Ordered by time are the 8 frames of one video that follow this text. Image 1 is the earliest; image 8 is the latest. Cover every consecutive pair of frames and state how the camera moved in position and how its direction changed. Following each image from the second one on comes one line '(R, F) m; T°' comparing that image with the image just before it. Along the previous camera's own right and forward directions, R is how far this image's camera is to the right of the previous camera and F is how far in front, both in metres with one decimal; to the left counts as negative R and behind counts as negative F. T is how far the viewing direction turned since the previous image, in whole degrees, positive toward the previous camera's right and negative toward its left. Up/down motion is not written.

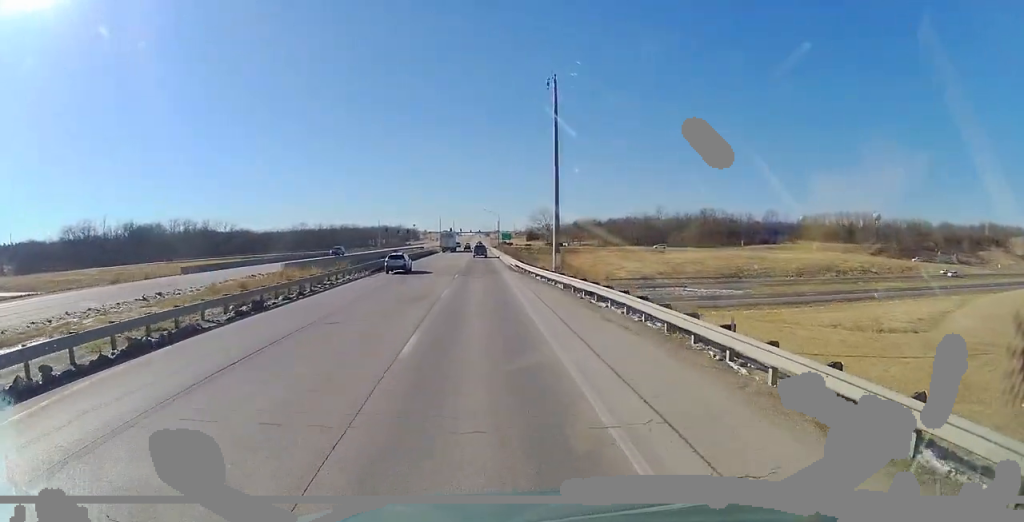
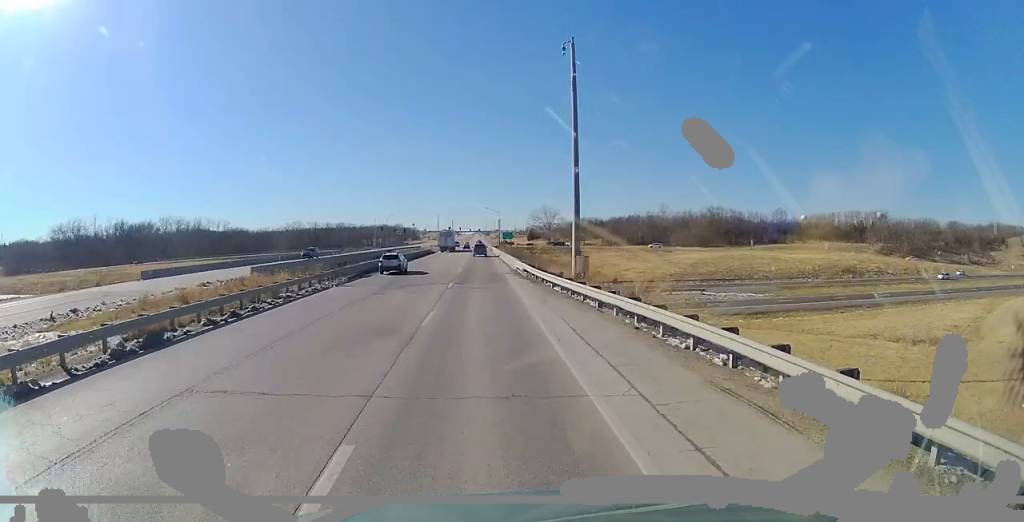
(-0.1, +8.4) m; +1°
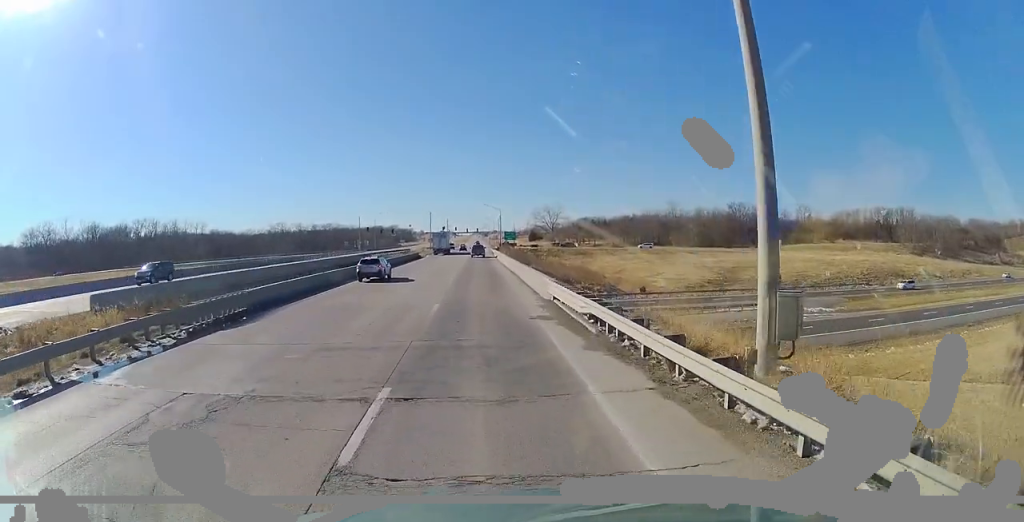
(+0.3, +22.6) m; -1°
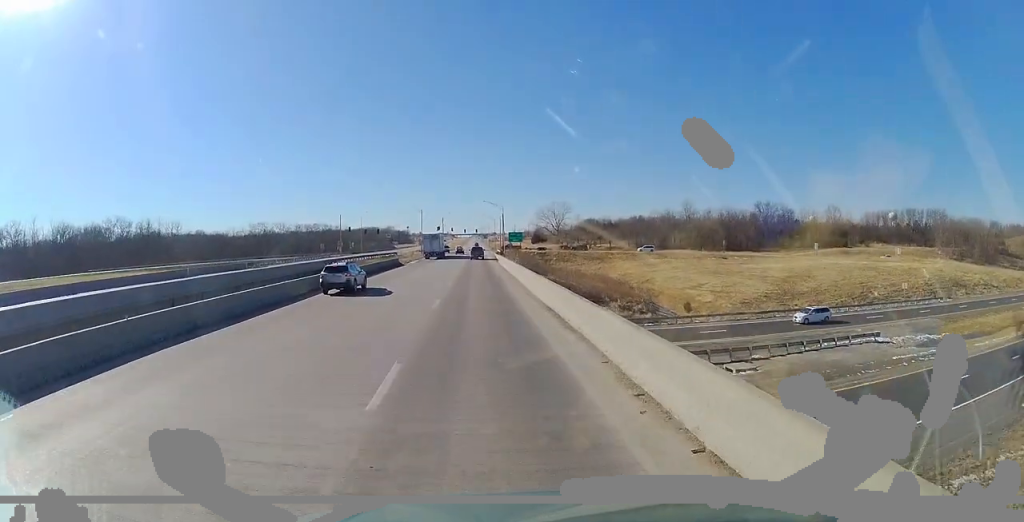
(-0.5, +23.1) m; -1°
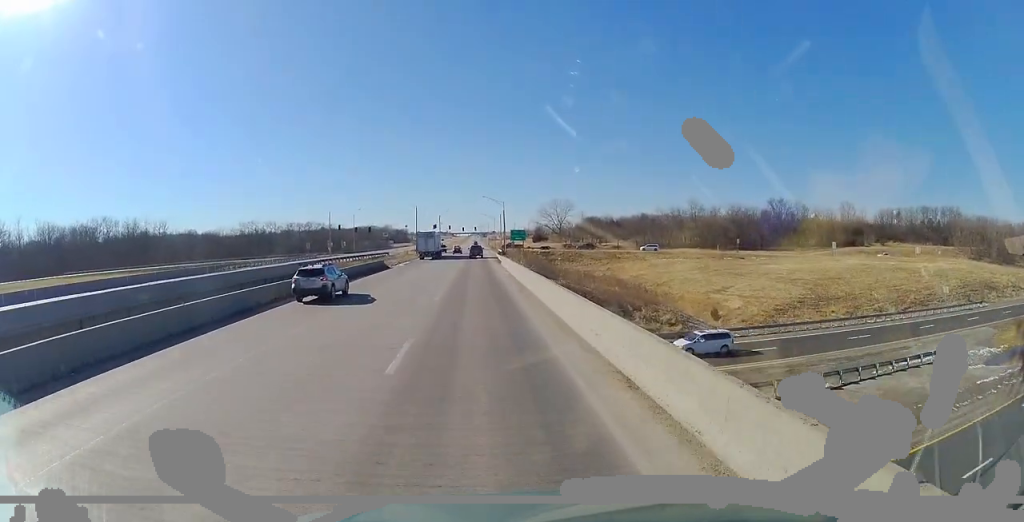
(0.0, +10.0) m; 0°
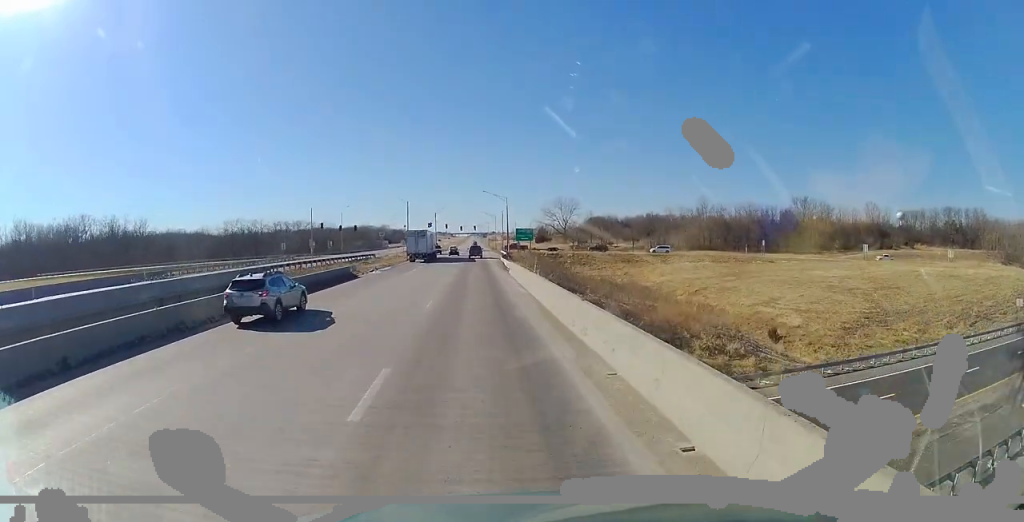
(0.0, +15.0) m; +1°
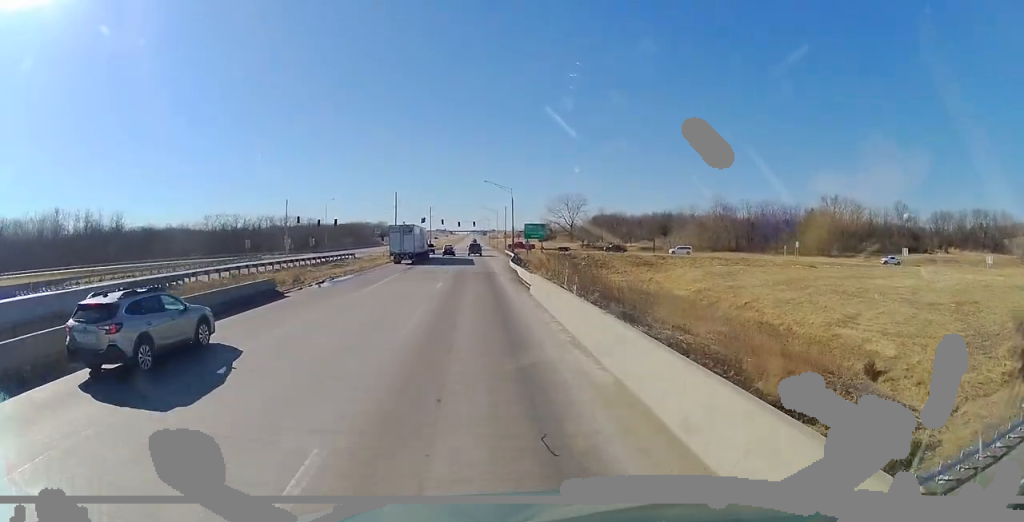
(+0.4, +16.1) m; -1°
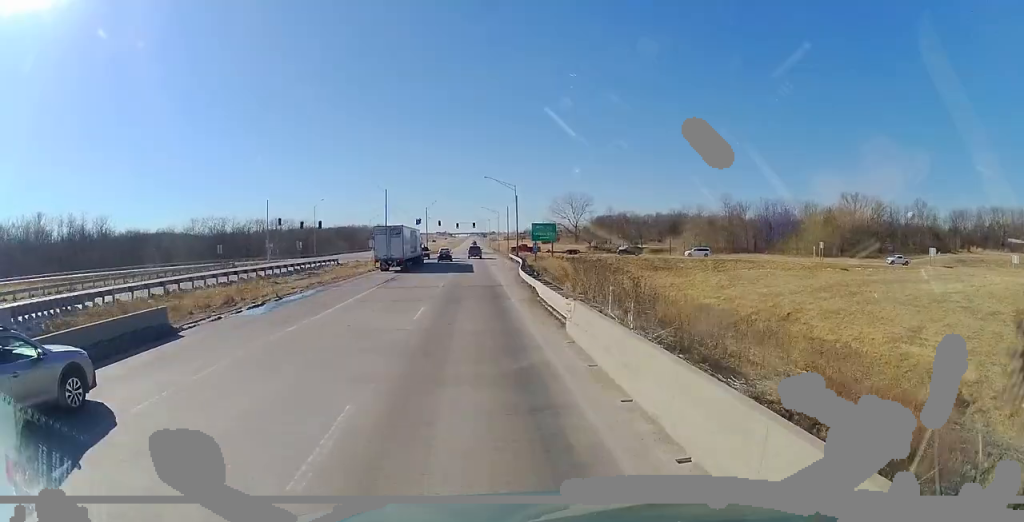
(-0.1, +9.8) m; -1°
